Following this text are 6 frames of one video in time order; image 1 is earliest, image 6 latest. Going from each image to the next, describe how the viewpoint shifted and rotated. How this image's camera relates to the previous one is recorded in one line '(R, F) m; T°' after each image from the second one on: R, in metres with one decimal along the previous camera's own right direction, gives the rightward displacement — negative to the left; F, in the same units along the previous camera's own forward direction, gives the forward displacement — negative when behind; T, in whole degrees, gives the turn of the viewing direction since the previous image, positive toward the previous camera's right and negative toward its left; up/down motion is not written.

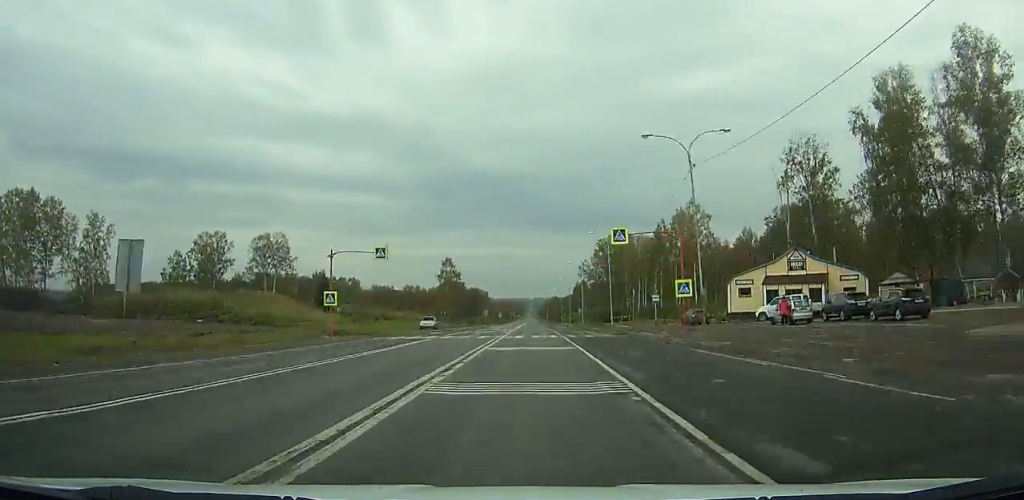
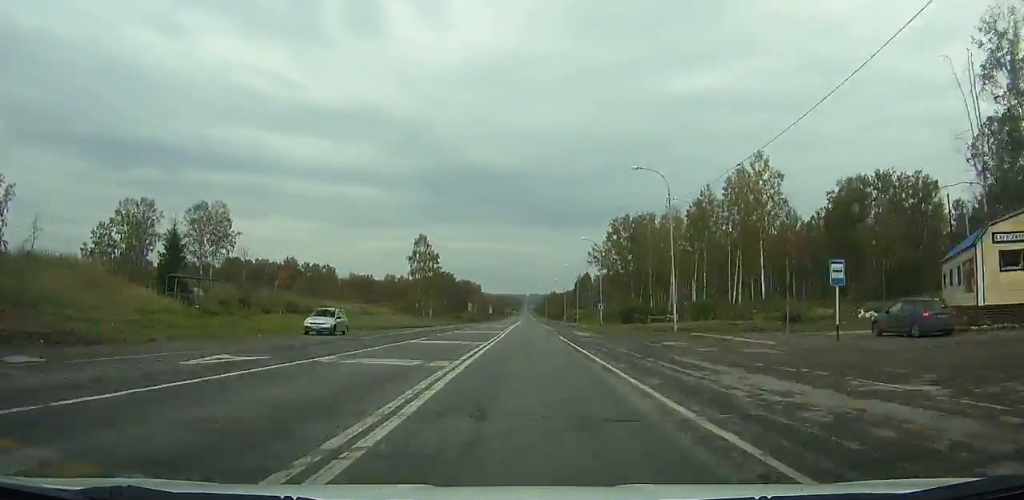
(+0.2, +33.3) m; 0°
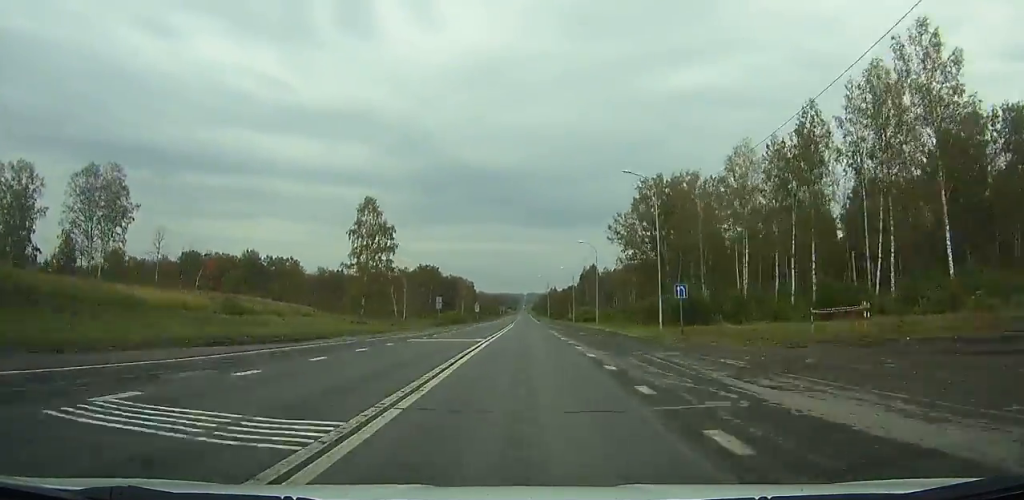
(+0.1, +37.6) m; 0°
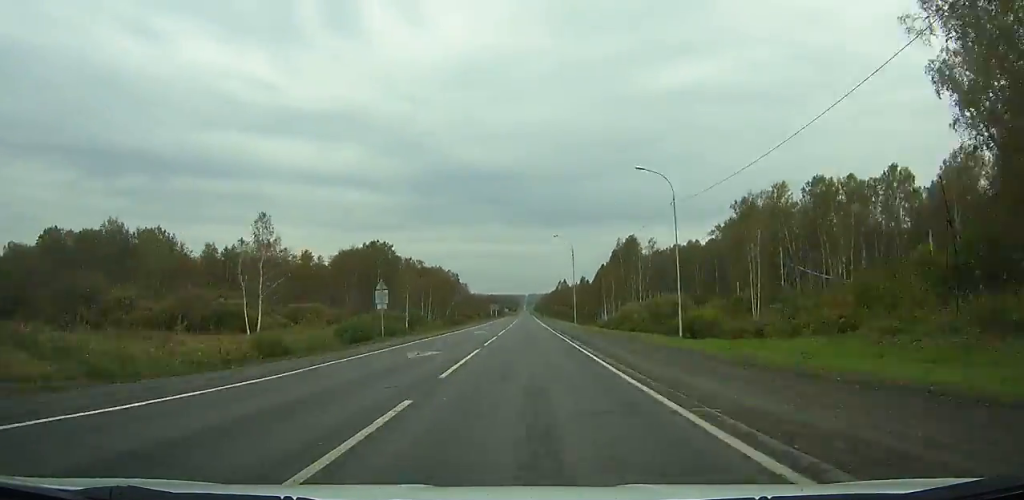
(-0.2, +82.7) m; 0°
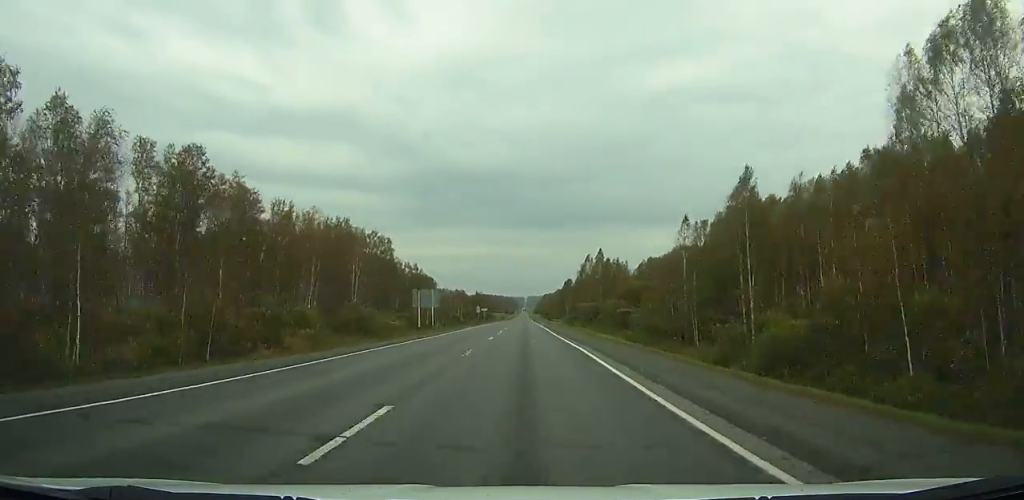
(-0.1, +132.5) m; 0°
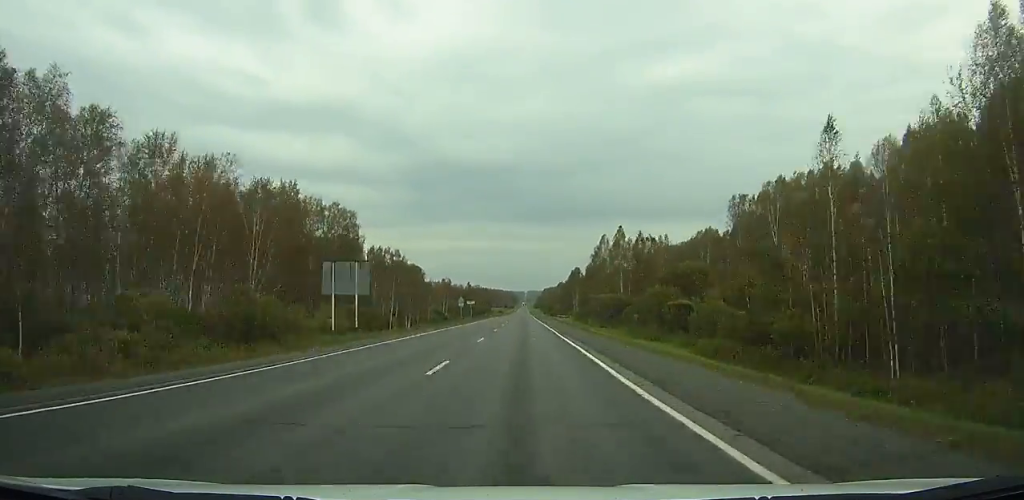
(0.0, +29.5) m; 0°
